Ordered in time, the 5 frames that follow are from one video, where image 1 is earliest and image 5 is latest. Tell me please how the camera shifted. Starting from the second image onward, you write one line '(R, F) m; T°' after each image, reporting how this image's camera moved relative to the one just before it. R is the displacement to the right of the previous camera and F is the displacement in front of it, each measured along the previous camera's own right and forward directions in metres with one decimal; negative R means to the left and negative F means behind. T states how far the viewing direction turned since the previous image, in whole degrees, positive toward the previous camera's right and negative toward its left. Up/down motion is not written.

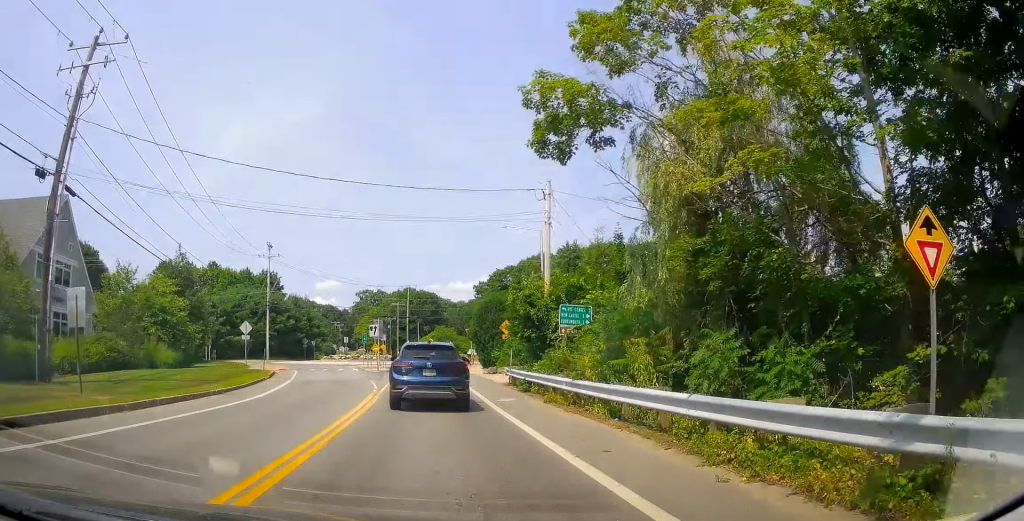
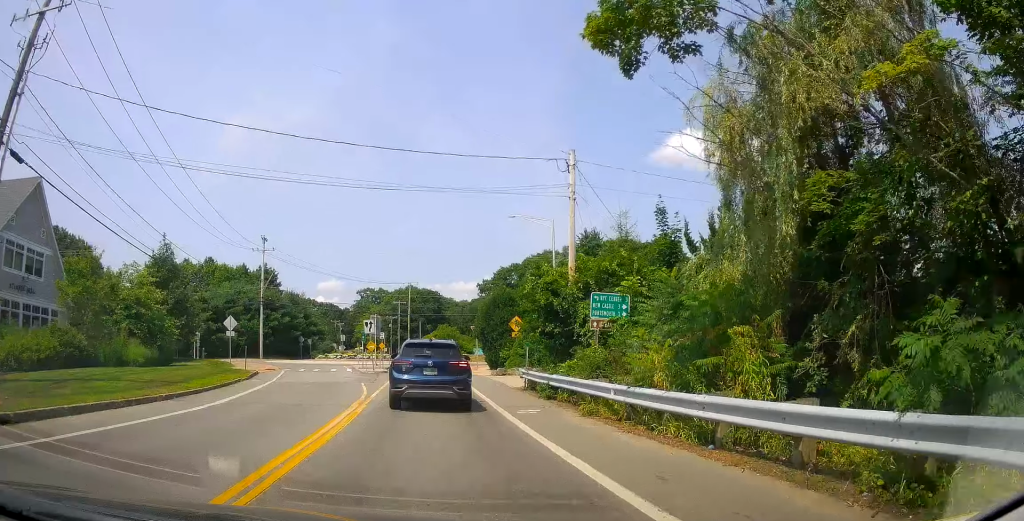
(+0.3, +3.9) m; 0°
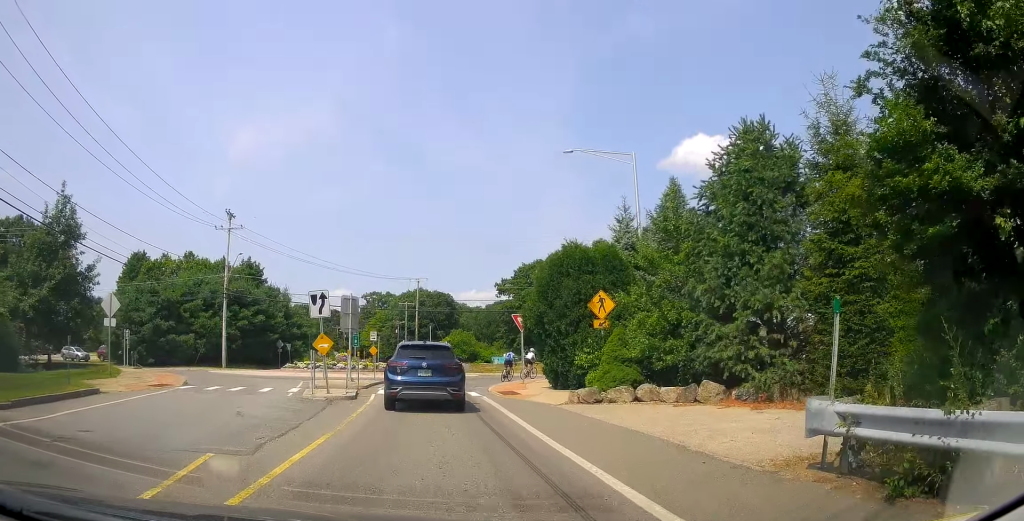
(-2.4, +18.2) m; -9°
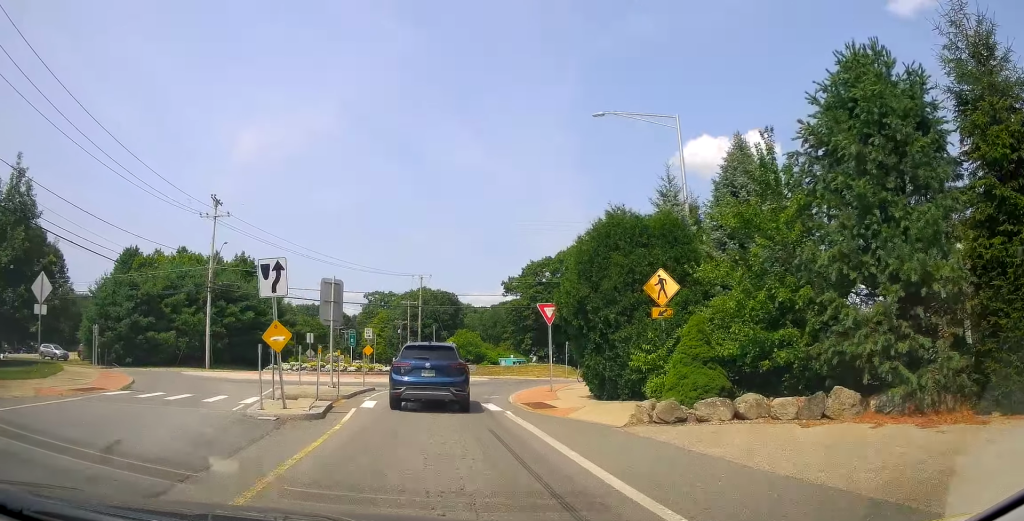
(+0.4, +5.6) m; +5°
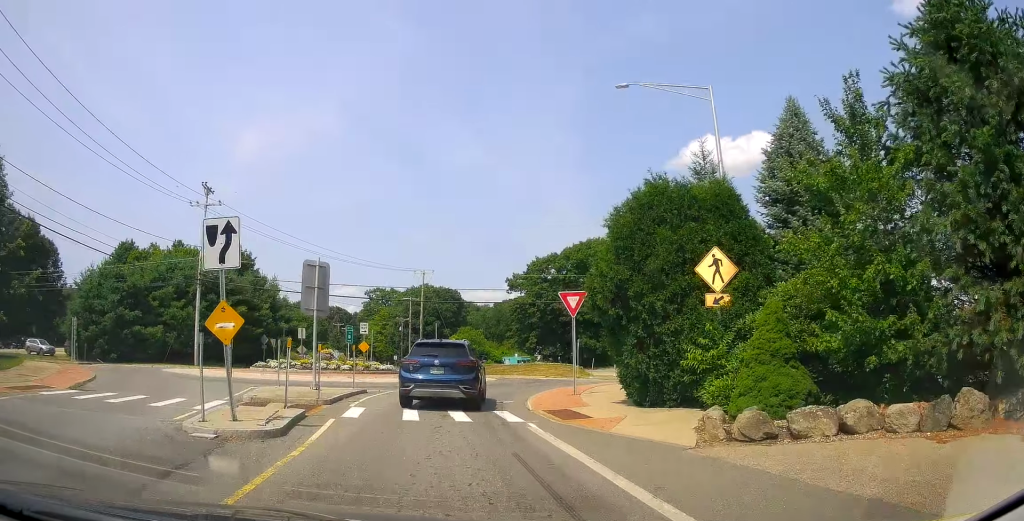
(0.0, +3.0) m; +3°
